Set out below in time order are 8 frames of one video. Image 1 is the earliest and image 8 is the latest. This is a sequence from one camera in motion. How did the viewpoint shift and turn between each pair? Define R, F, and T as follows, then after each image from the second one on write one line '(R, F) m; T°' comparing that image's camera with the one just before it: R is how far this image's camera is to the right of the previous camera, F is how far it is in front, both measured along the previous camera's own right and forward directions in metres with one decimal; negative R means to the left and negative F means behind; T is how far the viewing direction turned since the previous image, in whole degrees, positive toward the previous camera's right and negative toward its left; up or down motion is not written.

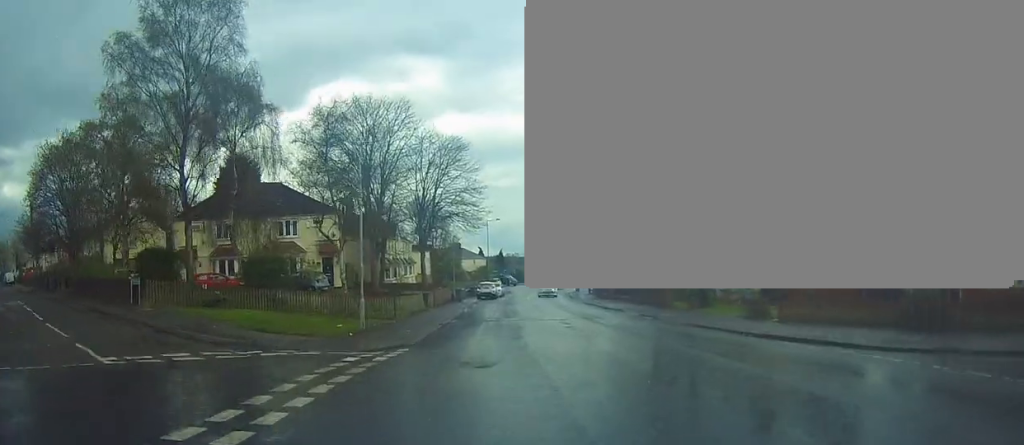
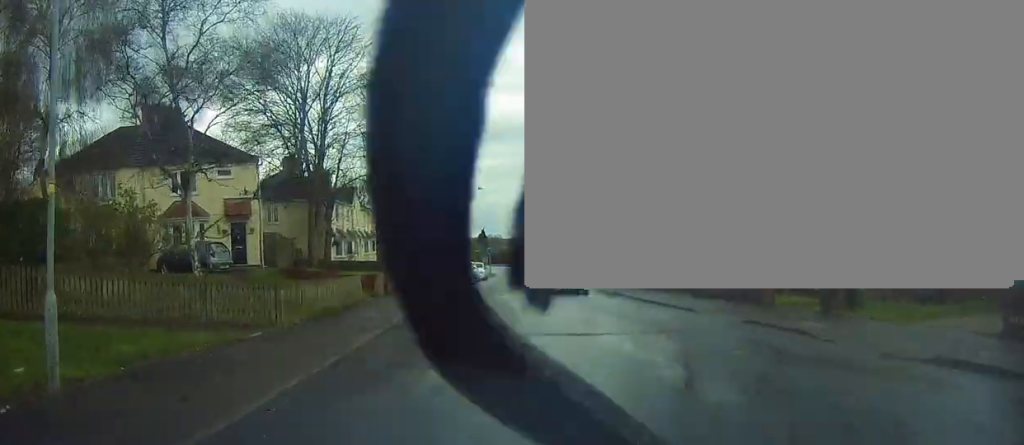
(+0.1, +13.7) m; -1°
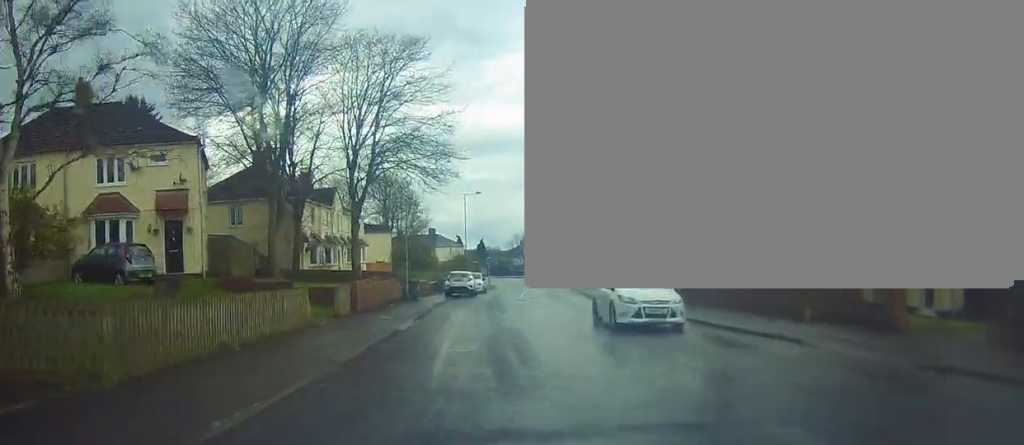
(-0.1, +7.0) m; -1°
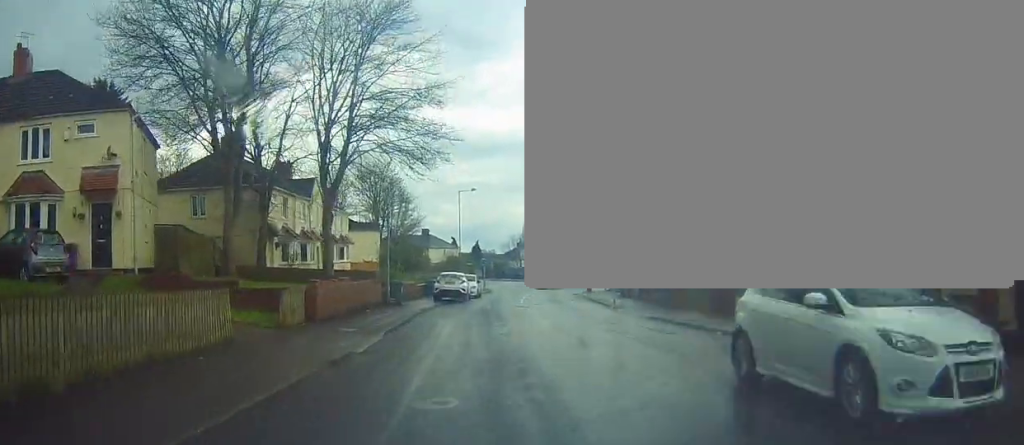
(-0.3, +5.2) m; 0°
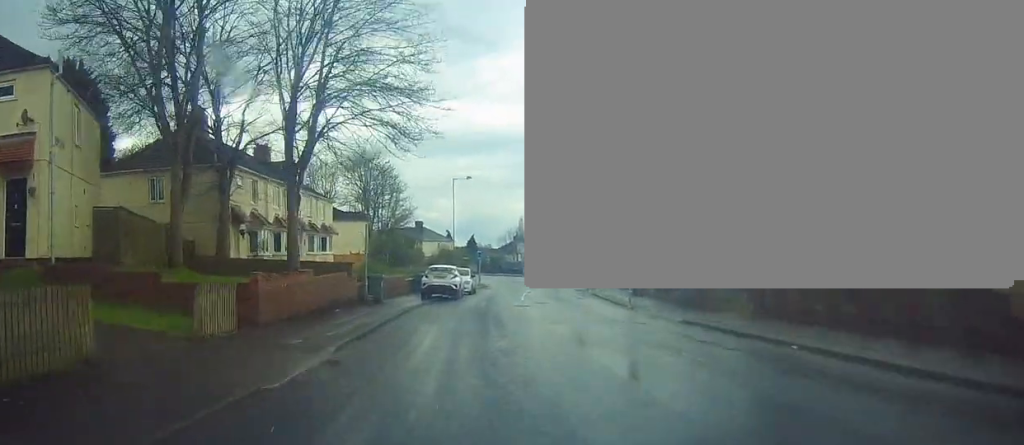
(+0.2, +4.5) m; +1°
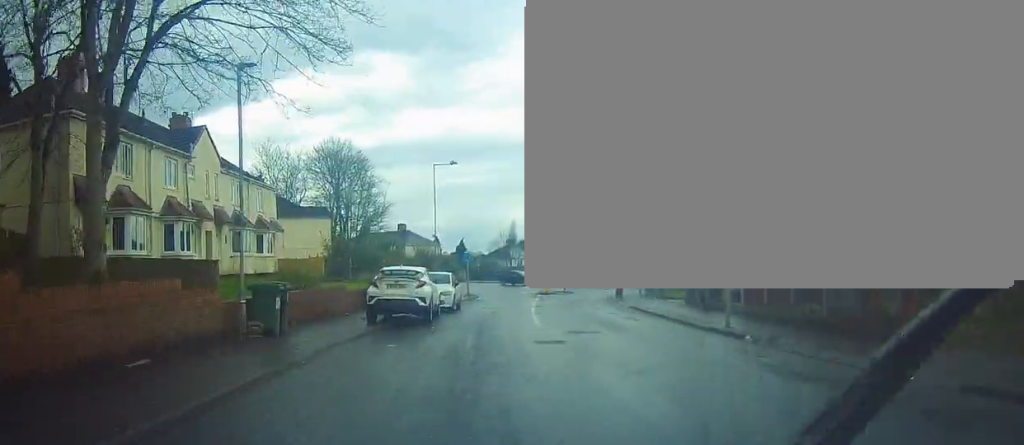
(+0.4, +12.4) m; +4°
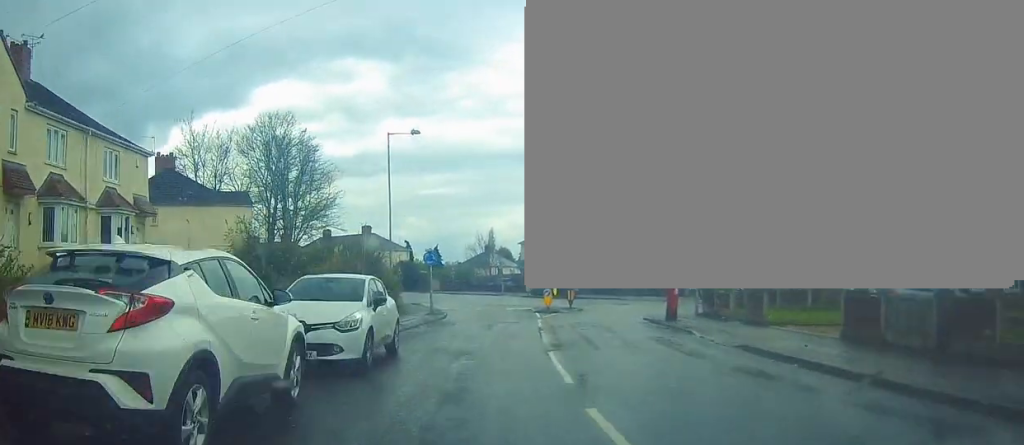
(+0.3, +14.9) m; -1°
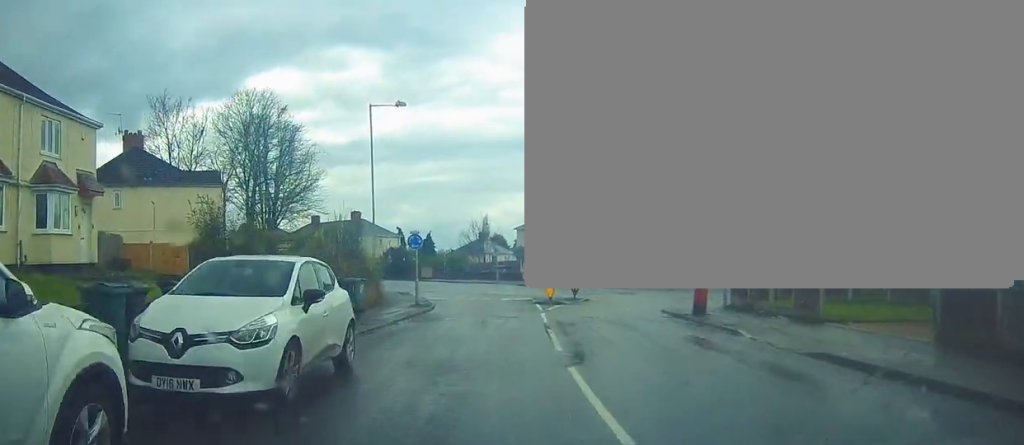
(-0.3, +4.1) m; -1°
